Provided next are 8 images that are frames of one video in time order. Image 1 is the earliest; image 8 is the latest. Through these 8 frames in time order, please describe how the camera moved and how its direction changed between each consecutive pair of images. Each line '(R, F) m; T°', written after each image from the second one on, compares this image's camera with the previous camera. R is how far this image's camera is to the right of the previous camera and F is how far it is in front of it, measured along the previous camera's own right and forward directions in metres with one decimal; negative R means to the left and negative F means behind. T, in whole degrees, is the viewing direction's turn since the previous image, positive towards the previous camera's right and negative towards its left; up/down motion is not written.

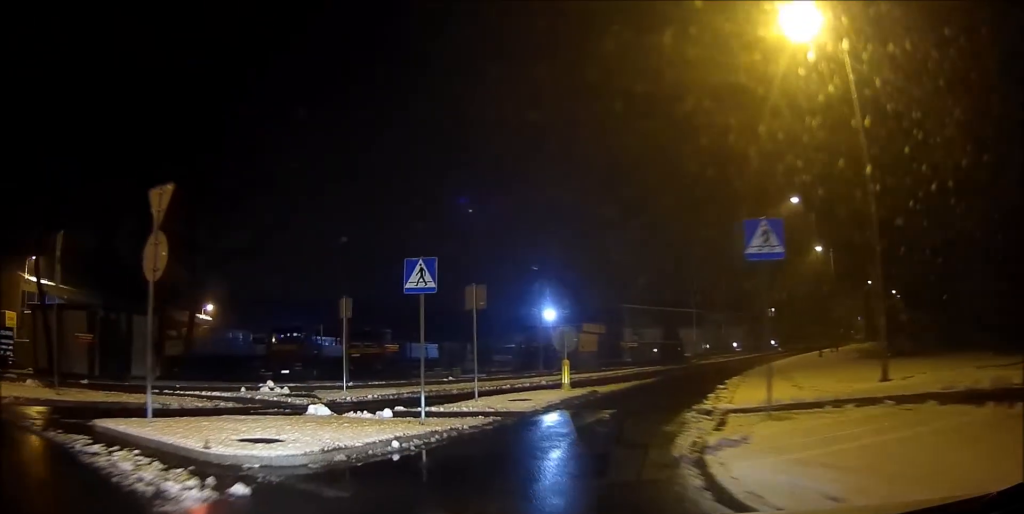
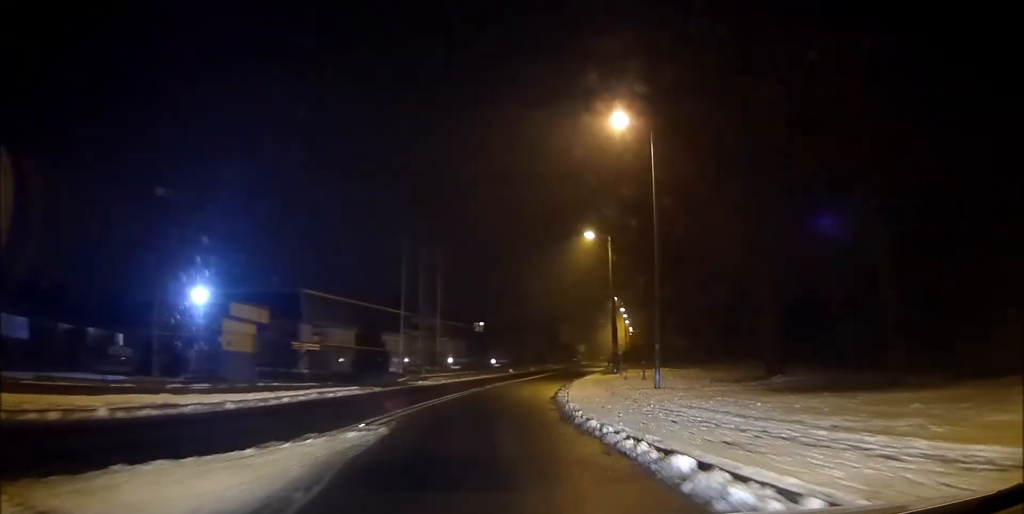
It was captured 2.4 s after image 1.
(+3.3, +16.2) m; +22°
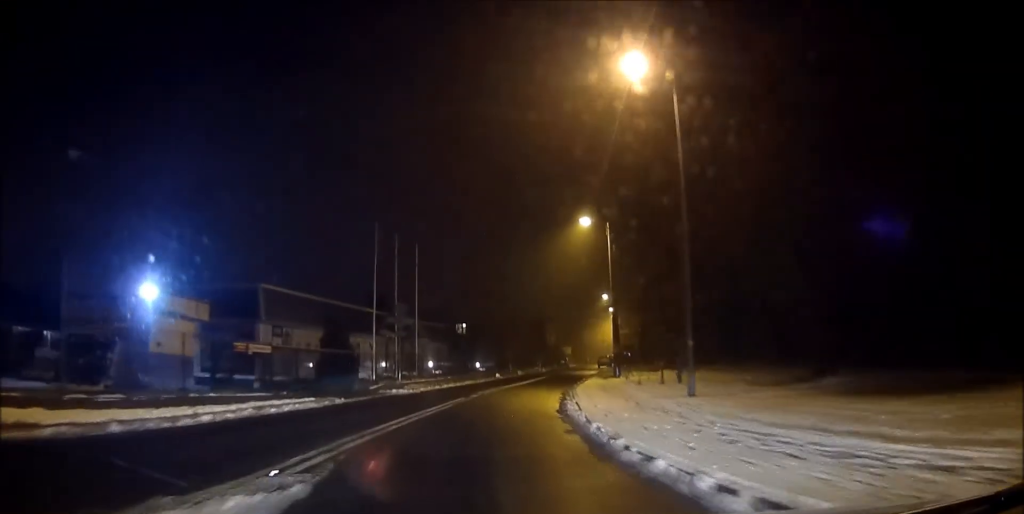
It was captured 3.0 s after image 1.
(+0.2, +4.8) m; +2°
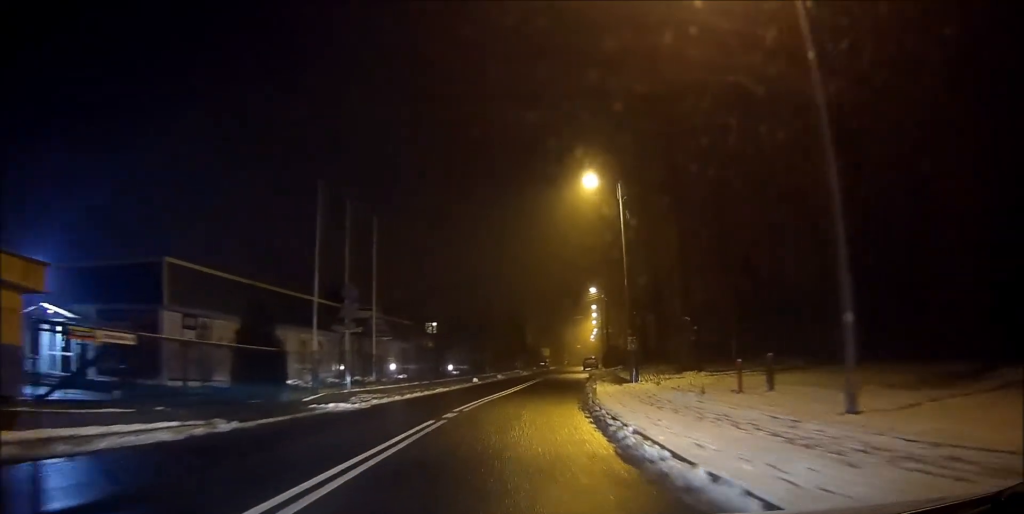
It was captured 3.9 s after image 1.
(0.0, +8.3) m; +1°
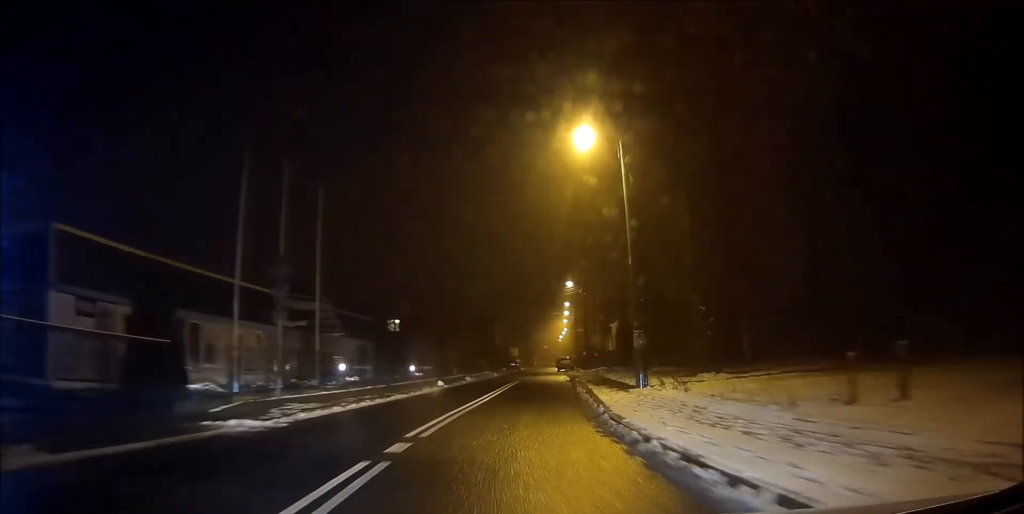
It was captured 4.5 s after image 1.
(-0.1, +5.7) m; +3°
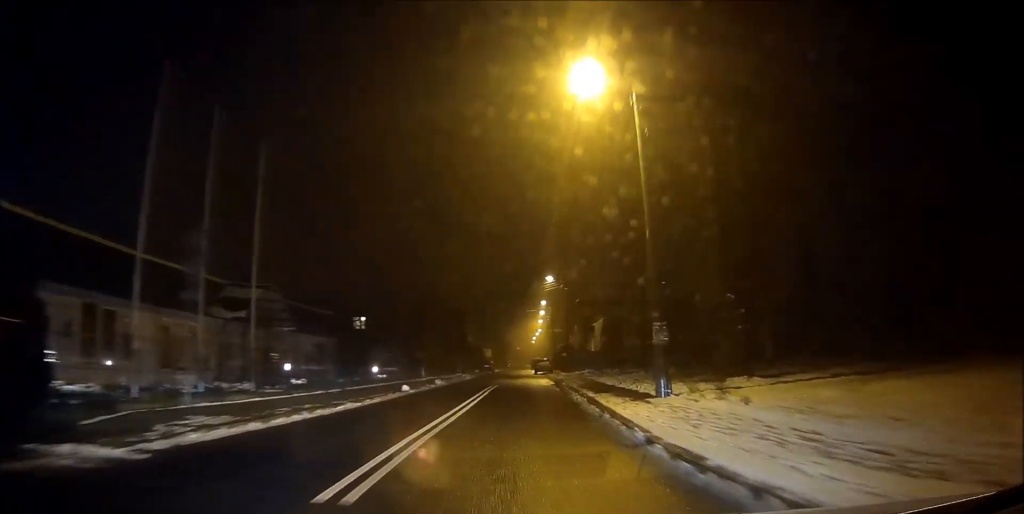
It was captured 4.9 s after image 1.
(+0.1, +4.9) m; +2°
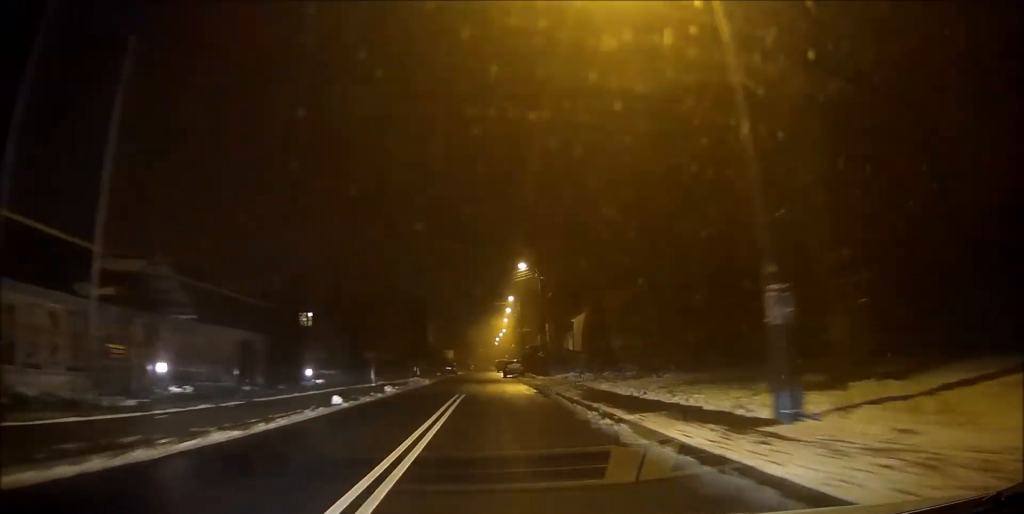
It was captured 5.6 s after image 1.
(+0.4, +7.6) m; +4°
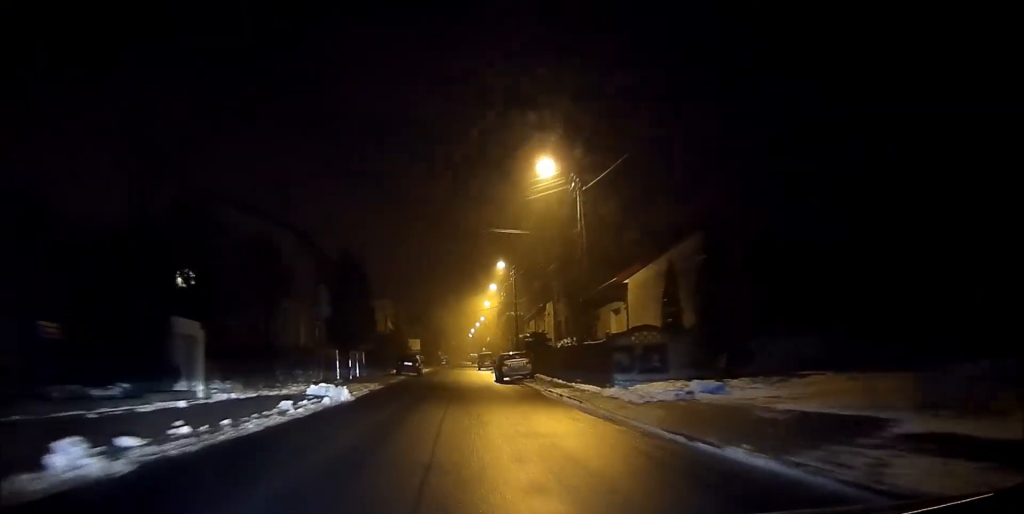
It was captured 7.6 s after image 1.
(+0.8, +23.7) m; +3°
